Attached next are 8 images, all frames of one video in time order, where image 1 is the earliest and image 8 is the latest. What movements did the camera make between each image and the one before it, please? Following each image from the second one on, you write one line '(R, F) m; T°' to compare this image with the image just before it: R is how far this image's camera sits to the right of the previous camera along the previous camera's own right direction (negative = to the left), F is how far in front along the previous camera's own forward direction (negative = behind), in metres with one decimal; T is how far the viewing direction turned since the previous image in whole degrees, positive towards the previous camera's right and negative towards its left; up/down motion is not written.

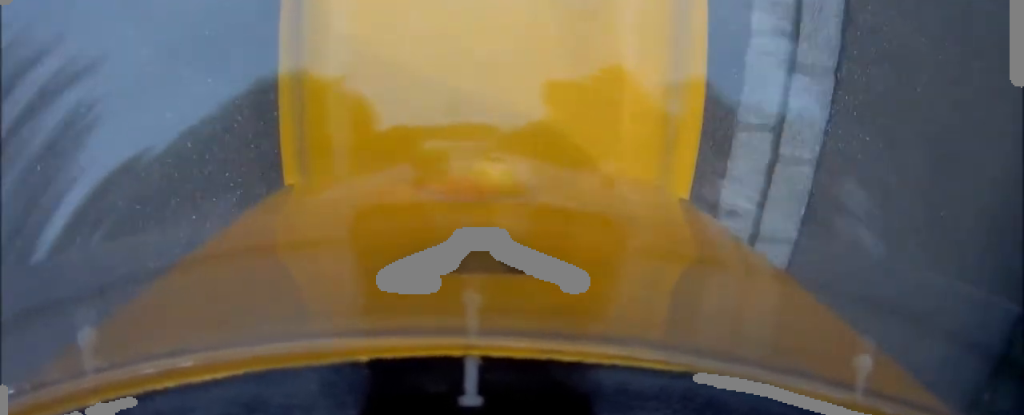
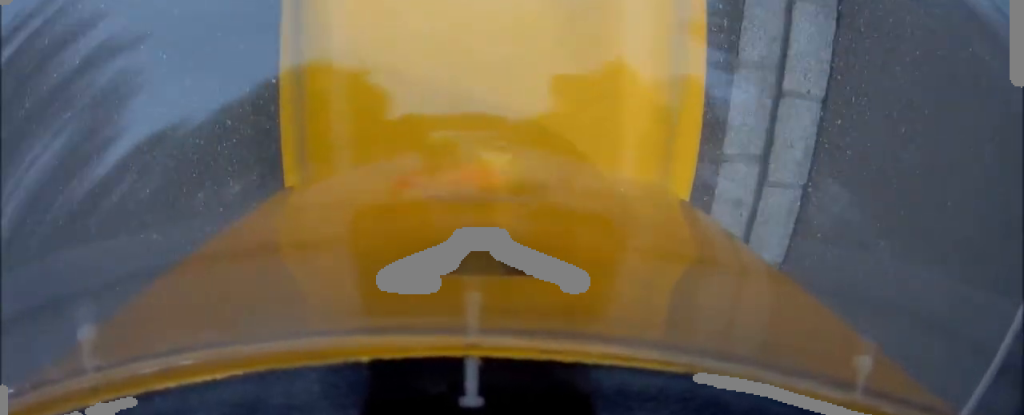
(0.0, +3.8) m; -2°
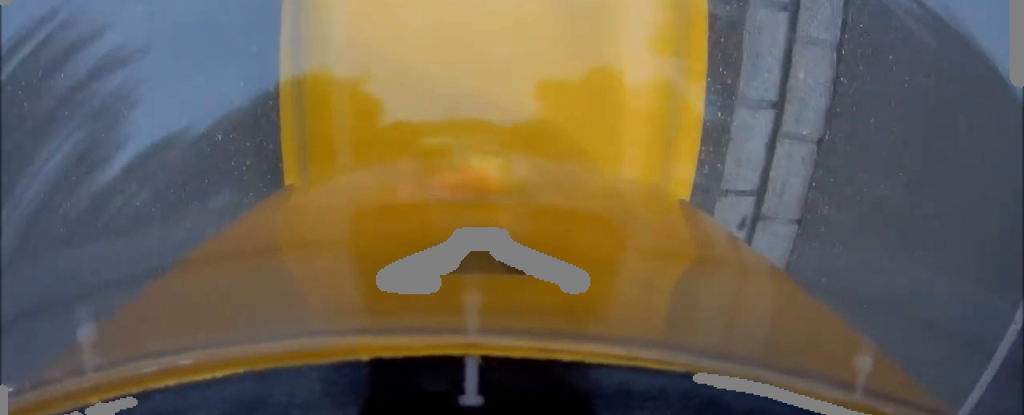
(+0.1, +2.2) m; -3°
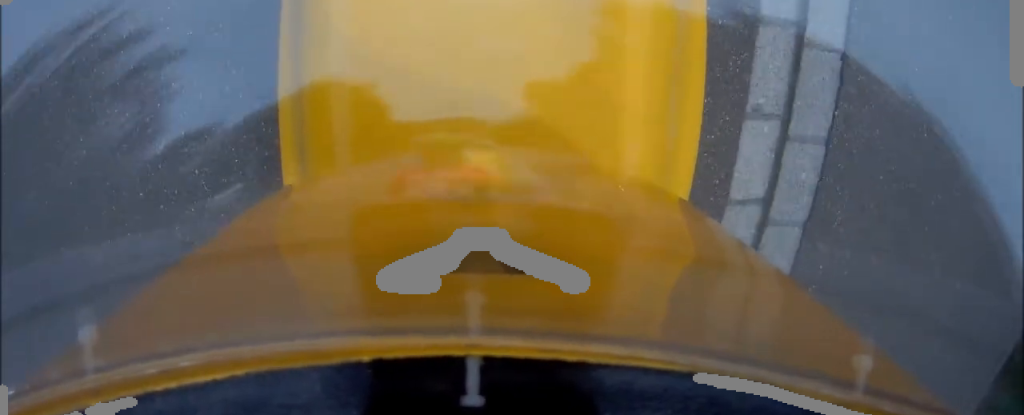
(0.0, +7.9) m; +1°
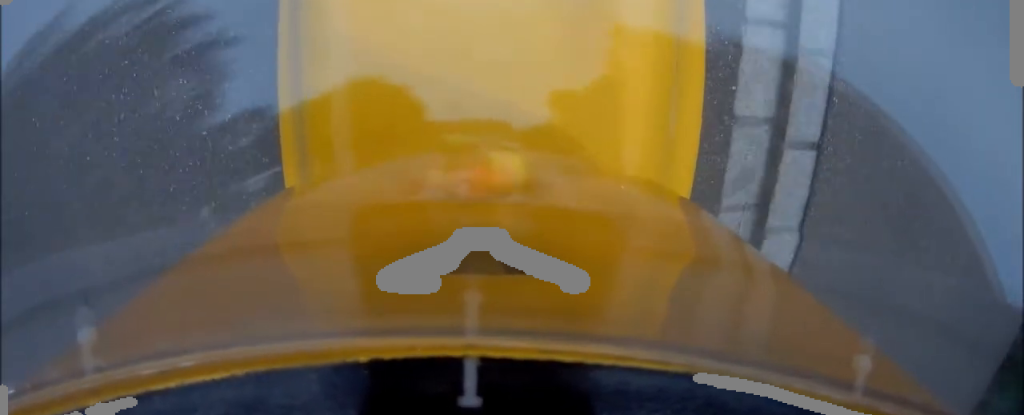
(-0.3, +4.2) m; 0°
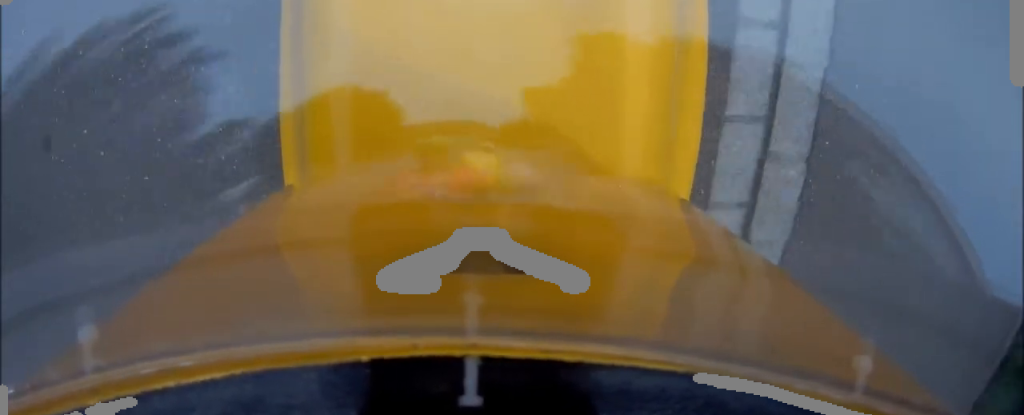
(+0.3, +3.2) m; 0°
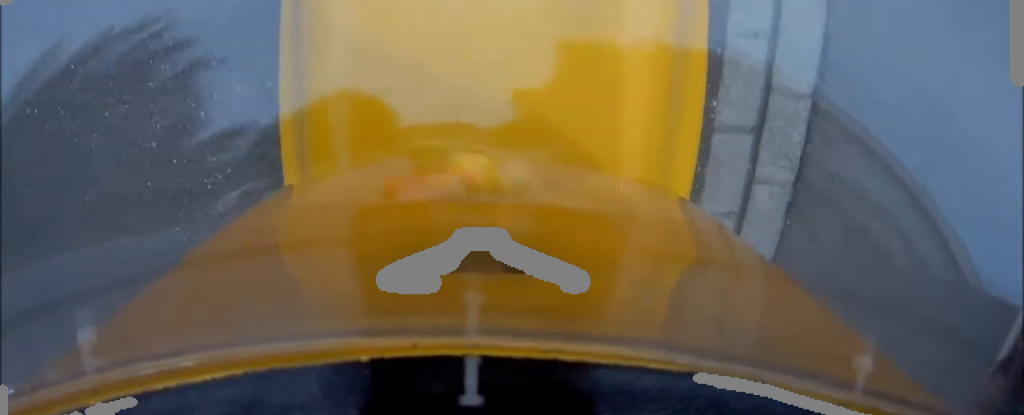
(-0.2, +2.9) m; +1°
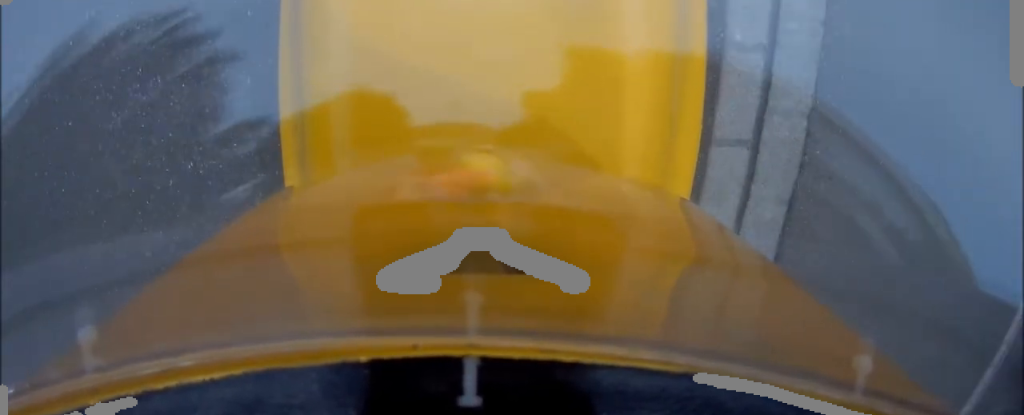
(-0.1, +1.8) m; 0°
